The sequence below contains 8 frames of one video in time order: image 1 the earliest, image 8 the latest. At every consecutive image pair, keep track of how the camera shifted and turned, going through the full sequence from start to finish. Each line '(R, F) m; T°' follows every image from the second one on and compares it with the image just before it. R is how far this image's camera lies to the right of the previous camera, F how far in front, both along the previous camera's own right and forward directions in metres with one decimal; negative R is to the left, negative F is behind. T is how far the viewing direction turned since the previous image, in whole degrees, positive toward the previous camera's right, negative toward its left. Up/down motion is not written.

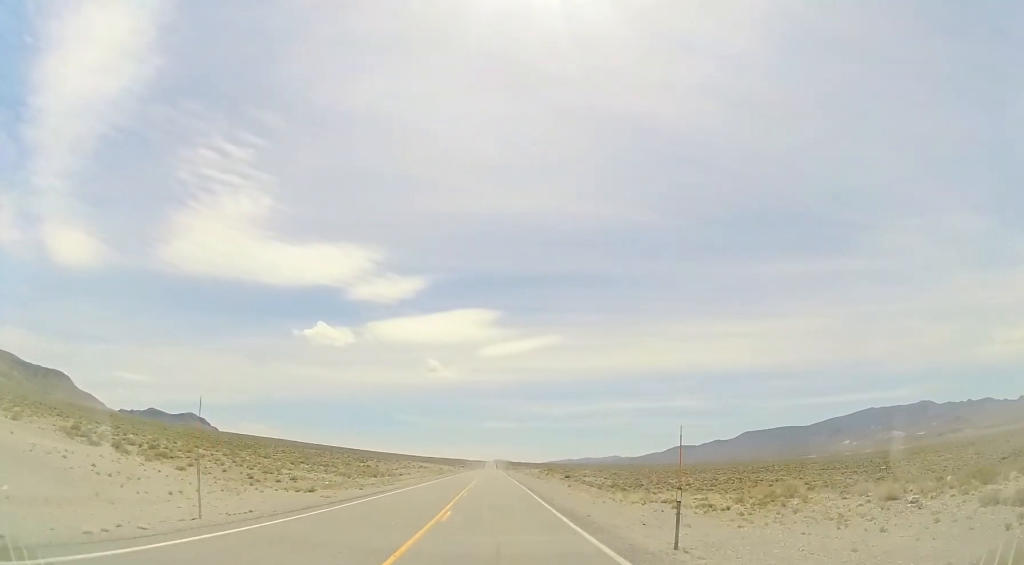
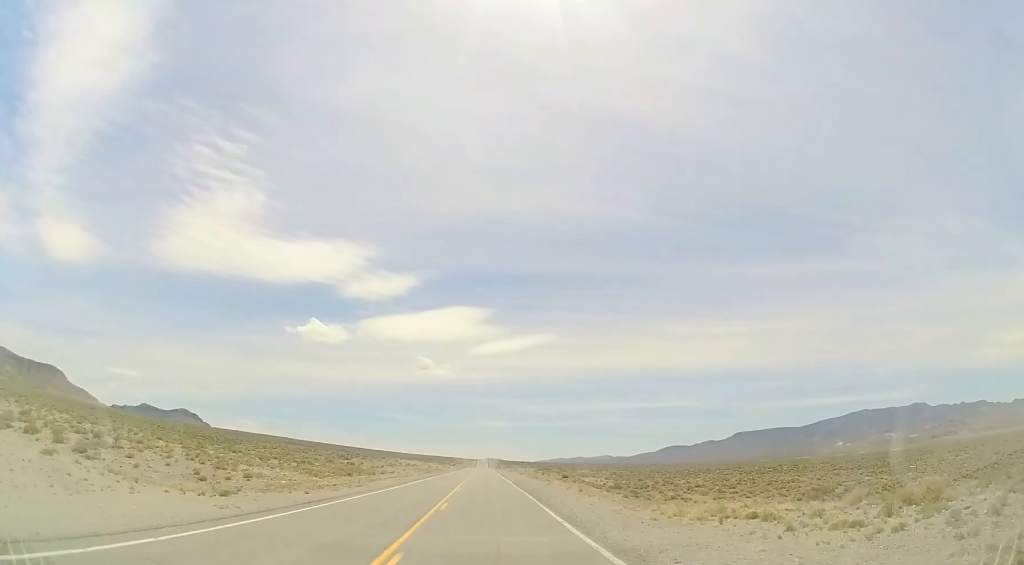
(+0.2, +9.4) m; +2°
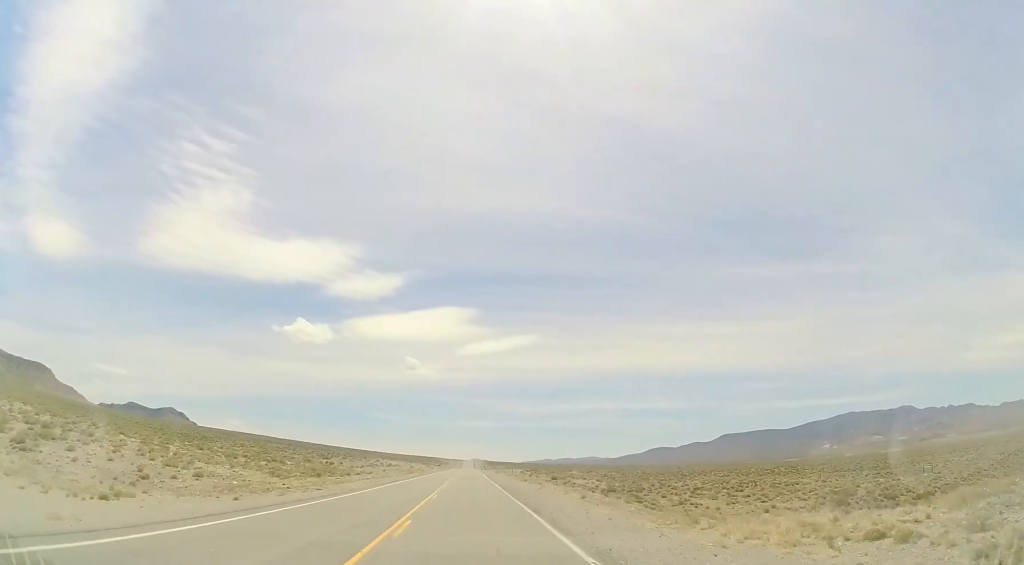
(+0.1, +6.8) m; +2°
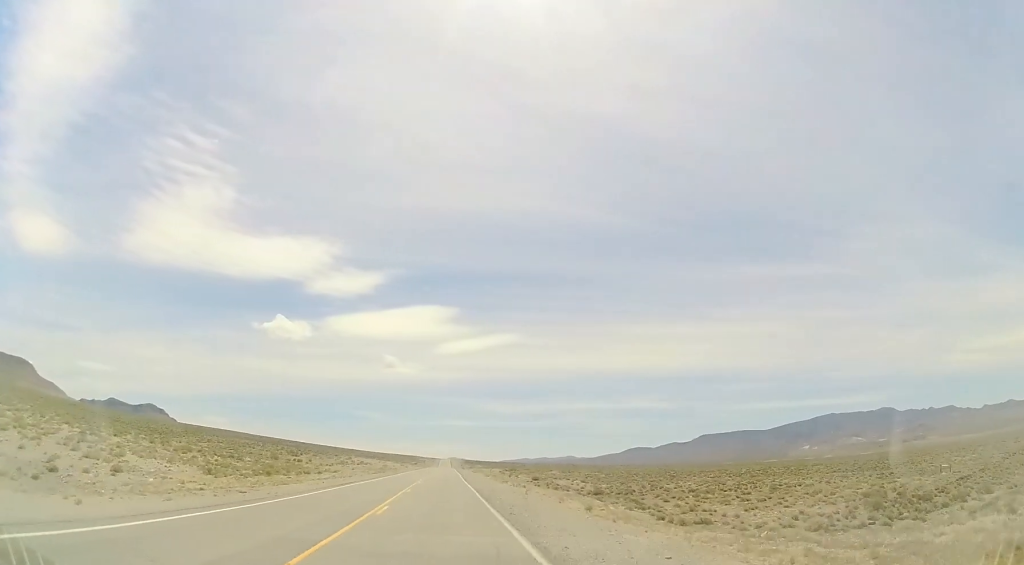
(0.0, +9.2) m; +2°
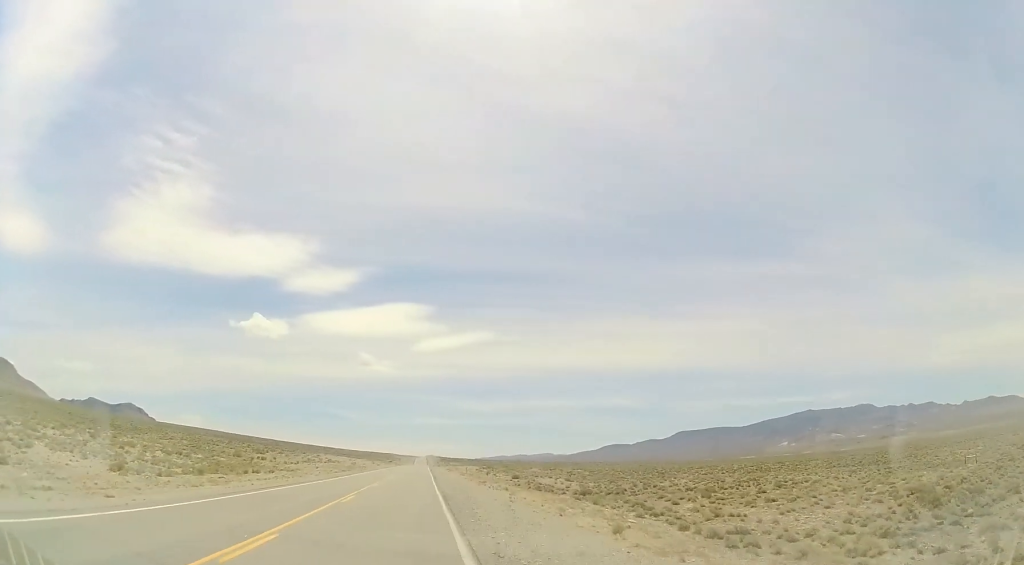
(+0.4, +10.9) m; +3°
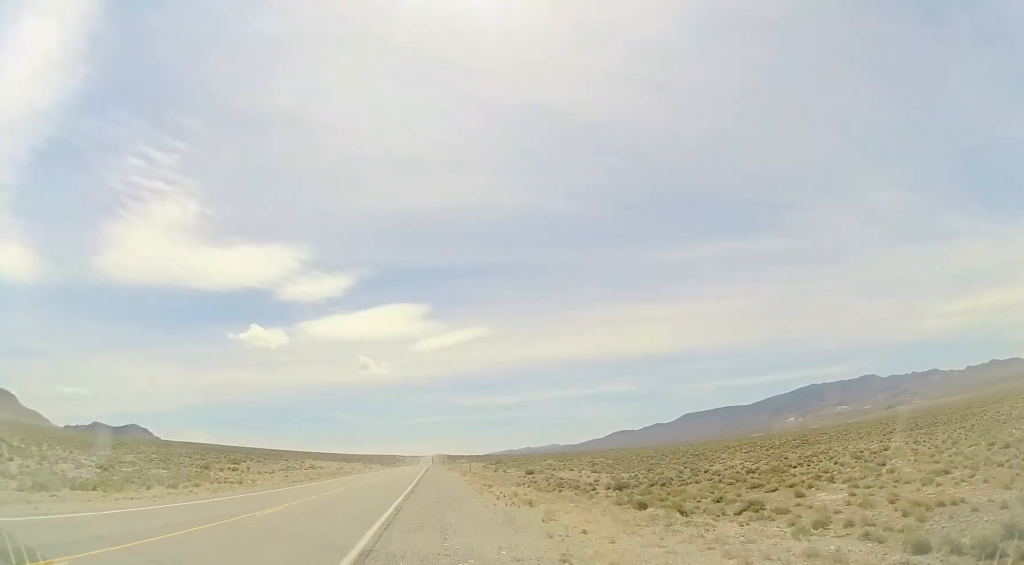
(+1.4, +20.7) m; +2°
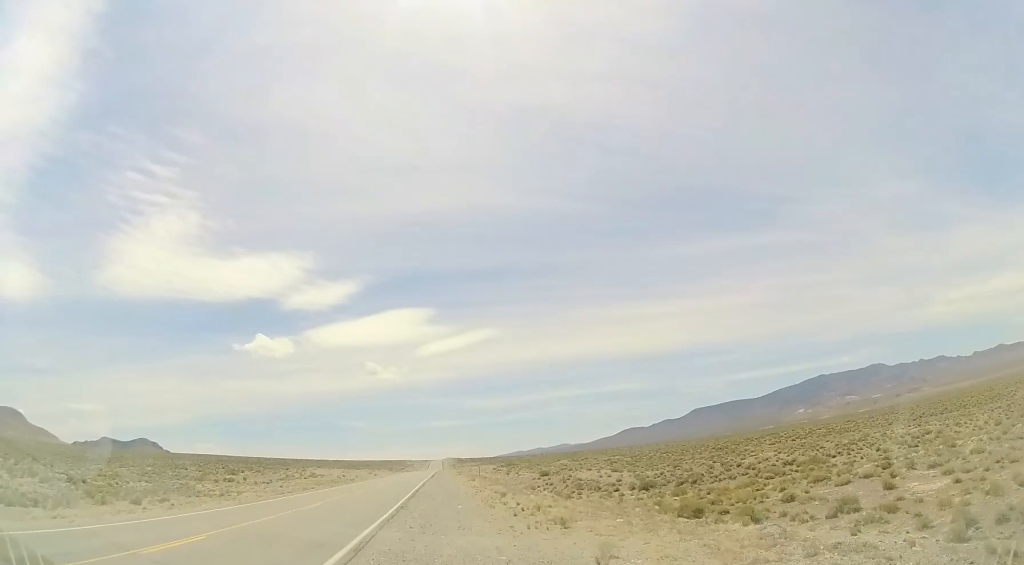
(-0.7, +7.0) m; -3°
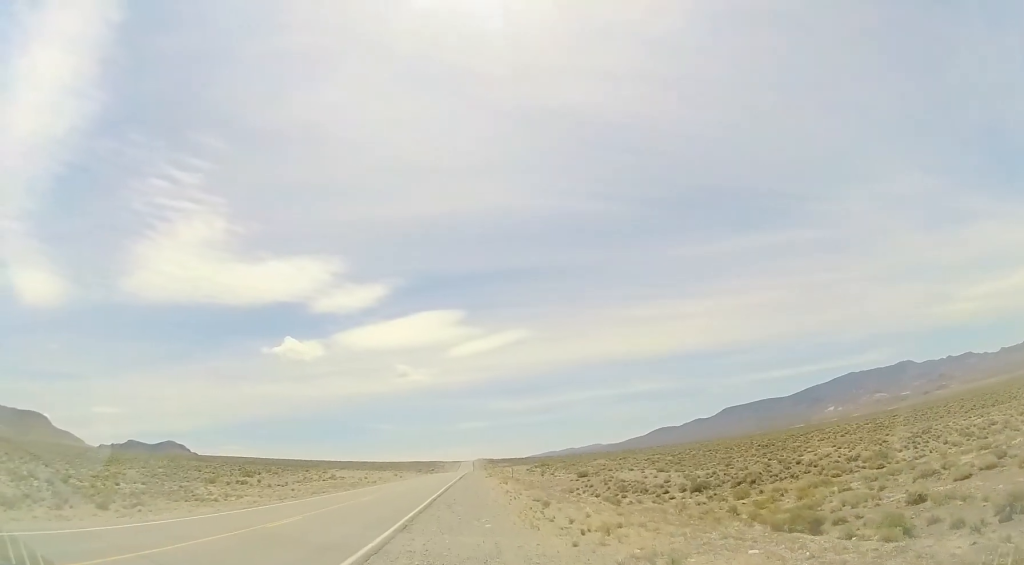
(+0.1, +7.4) m; -5°
